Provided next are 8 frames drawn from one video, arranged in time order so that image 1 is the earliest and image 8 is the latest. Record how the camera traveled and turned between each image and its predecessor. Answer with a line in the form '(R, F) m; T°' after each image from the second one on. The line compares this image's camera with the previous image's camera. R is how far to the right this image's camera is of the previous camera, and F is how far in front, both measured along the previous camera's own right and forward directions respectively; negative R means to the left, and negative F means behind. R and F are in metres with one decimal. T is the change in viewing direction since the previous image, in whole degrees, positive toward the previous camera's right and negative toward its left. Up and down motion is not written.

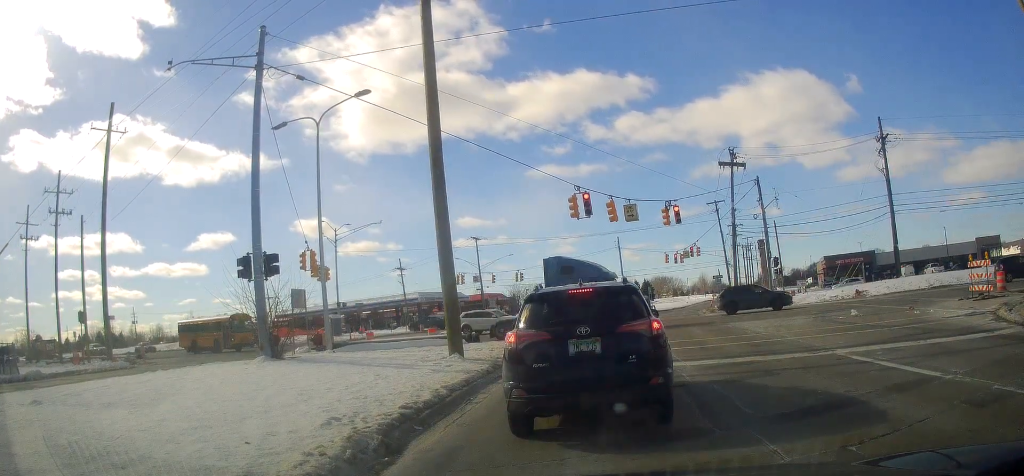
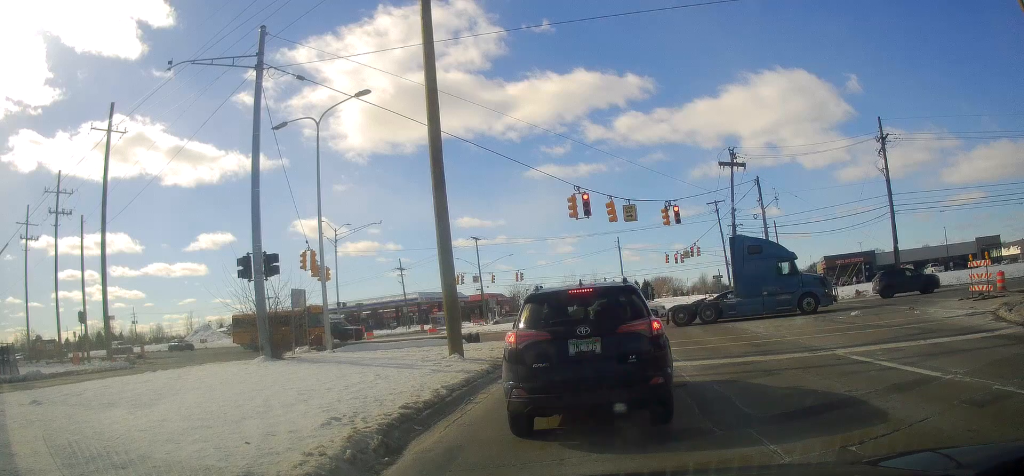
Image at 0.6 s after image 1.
(0.0, 0.0) m; 0°
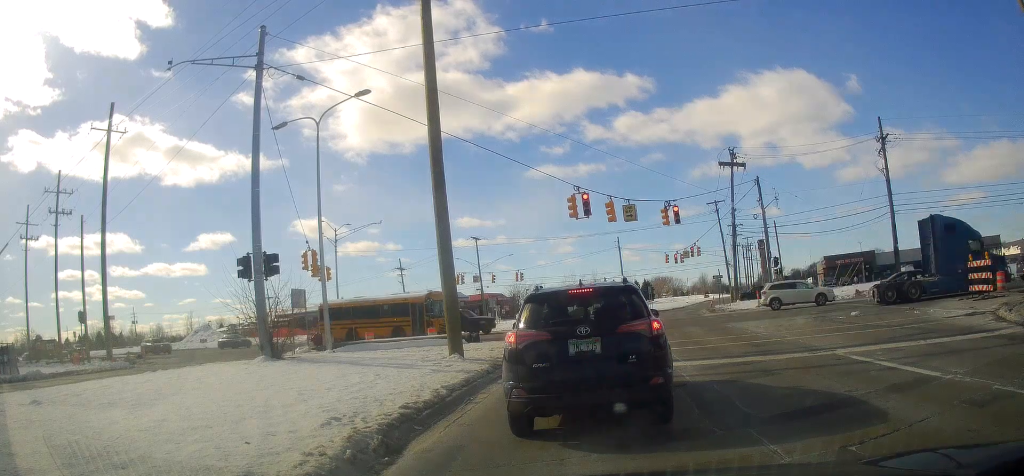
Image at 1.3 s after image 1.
(0.0, 0.0) m; 0°
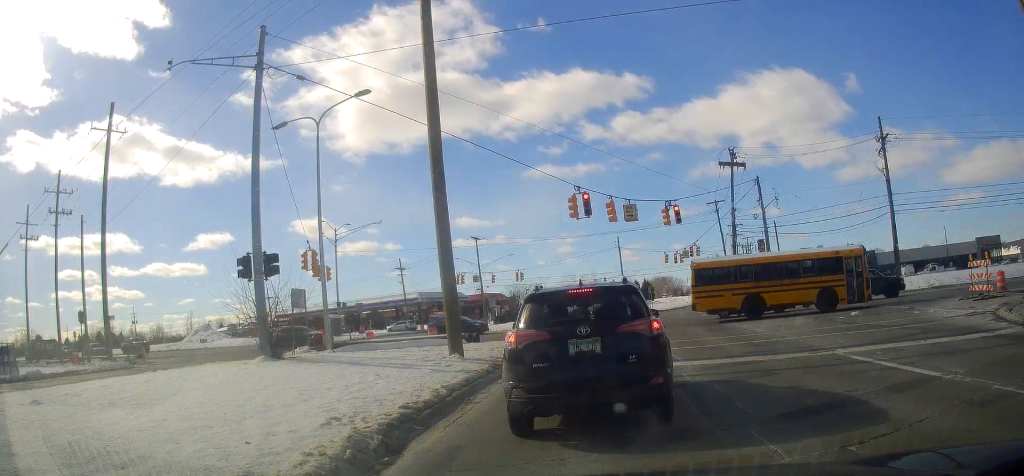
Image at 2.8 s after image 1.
(0.0, 0.0) m; 0°
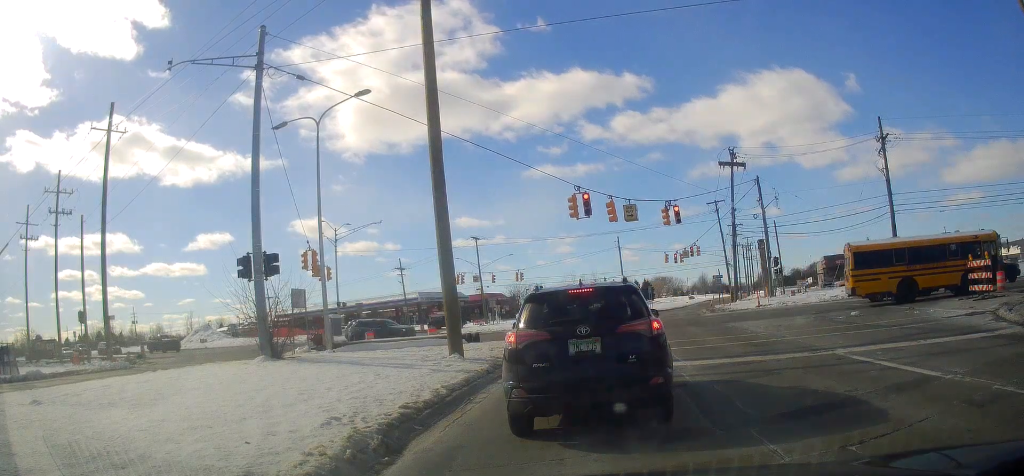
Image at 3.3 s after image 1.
(0.0, 0.0) m; 0°
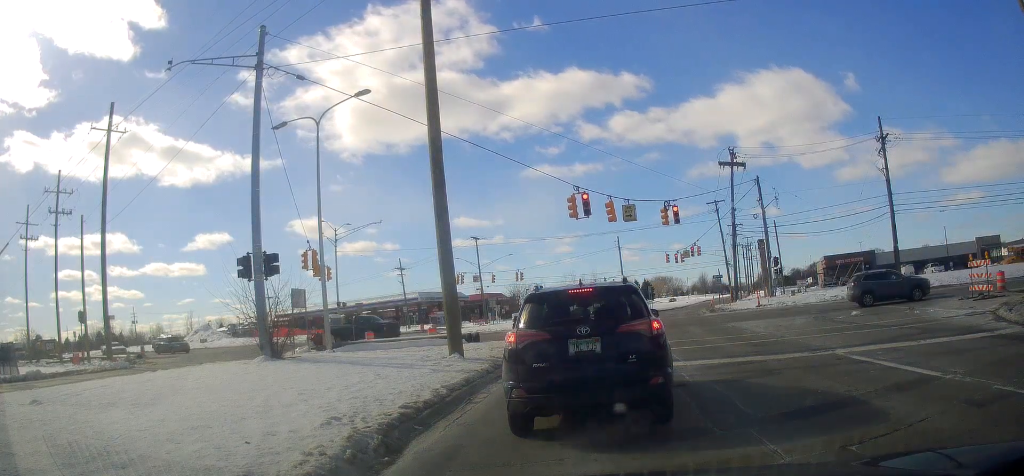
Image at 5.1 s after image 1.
(0.0, 0.0) m; 0°
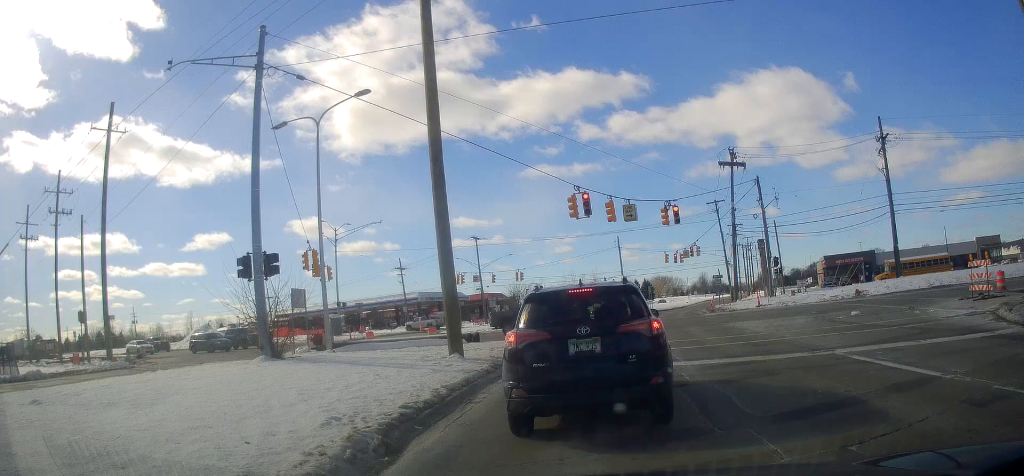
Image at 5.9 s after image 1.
(0.0, 0.0) m; 0°
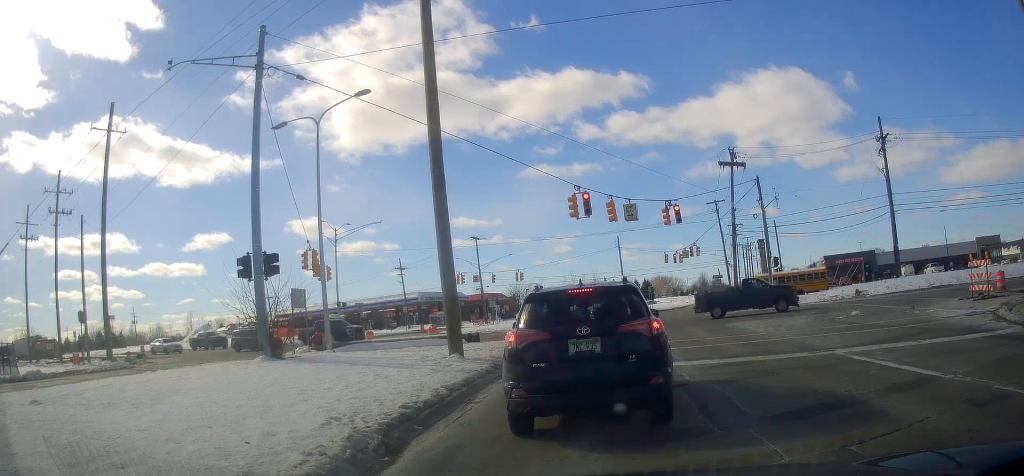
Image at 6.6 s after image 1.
(0.0, 0.0) m; 0°
